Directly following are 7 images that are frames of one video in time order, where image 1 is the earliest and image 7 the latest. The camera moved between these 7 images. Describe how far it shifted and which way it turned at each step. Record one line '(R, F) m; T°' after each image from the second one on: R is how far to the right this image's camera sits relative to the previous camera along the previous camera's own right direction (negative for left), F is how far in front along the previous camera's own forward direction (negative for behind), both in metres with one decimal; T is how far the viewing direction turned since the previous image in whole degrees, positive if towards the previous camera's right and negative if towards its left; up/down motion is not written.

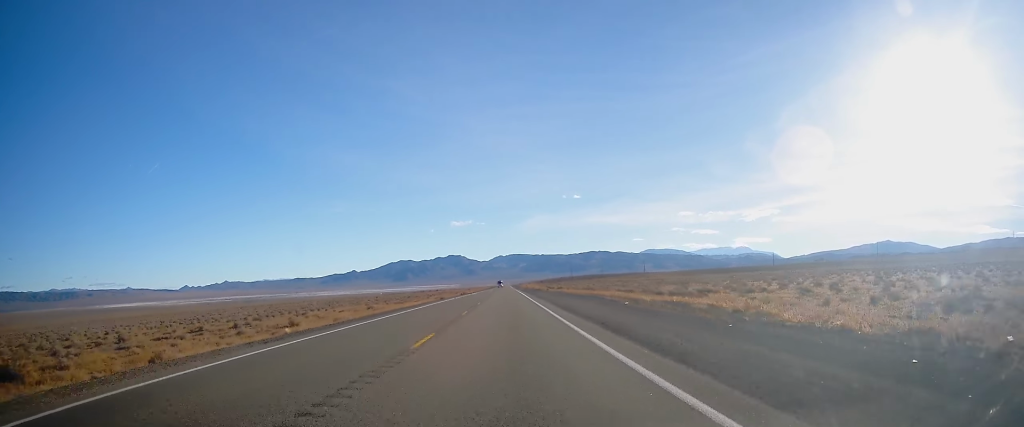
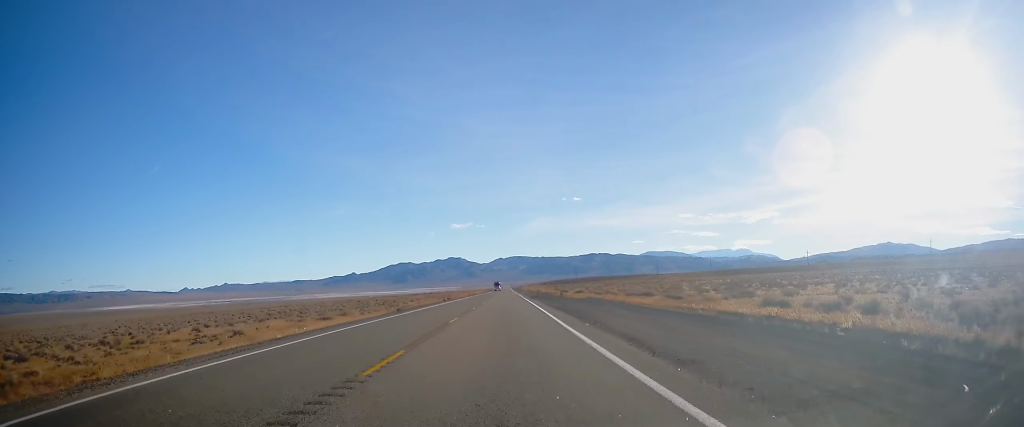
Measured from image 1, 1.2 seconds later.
(-0.2, +40.0) m; 0°
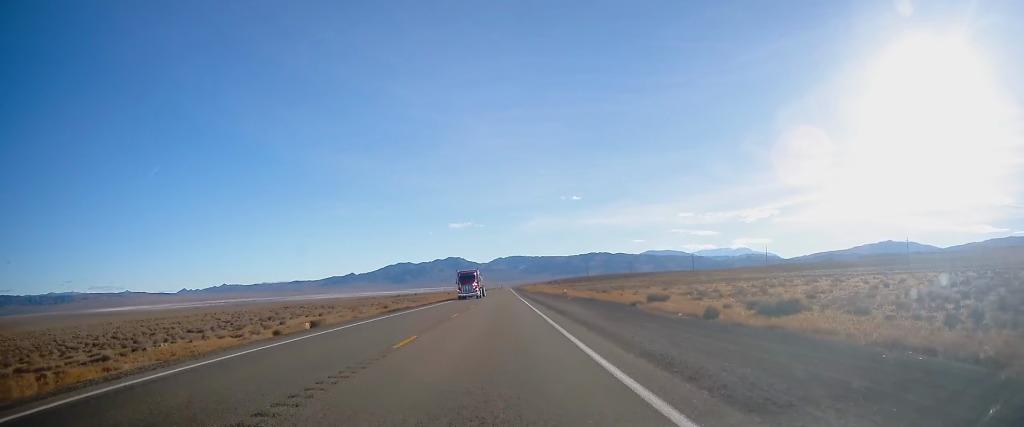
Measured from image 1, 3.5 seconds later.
(+0.1, +80.4) m; 0°
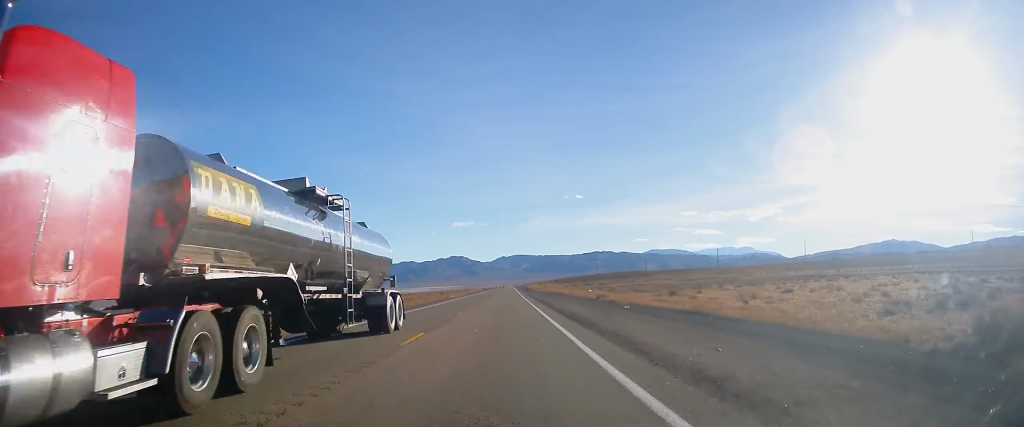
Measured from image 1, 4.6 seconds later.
(+0.1, +35.5) m; 0°
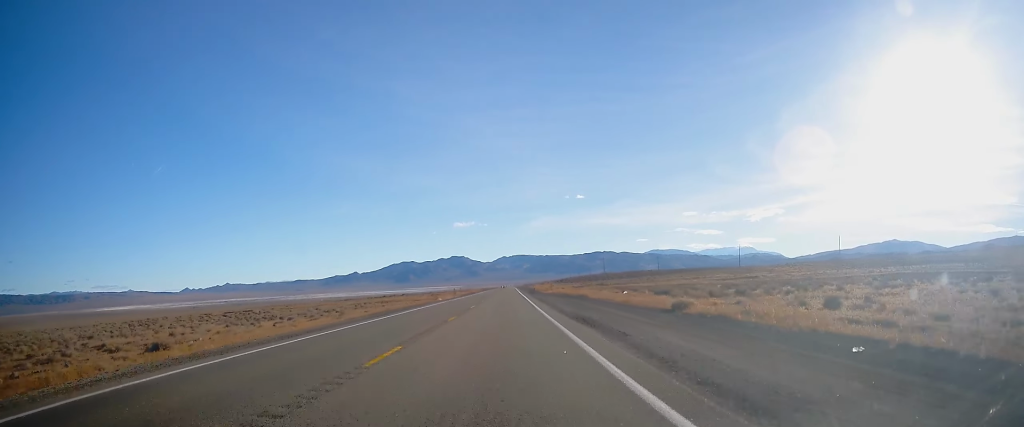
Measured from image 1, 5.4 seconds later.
(-0.2, +27.6) m; -1°
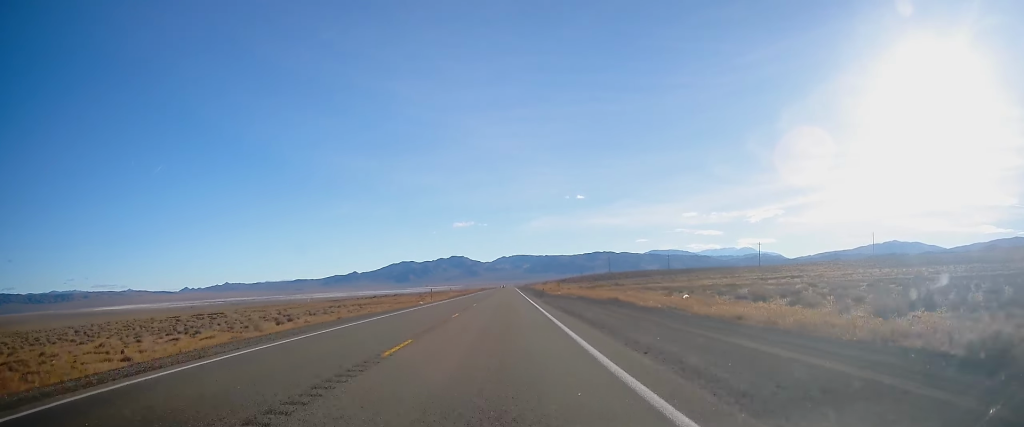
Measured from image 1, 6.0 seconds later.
(-0.2, +23.0) m; 0°
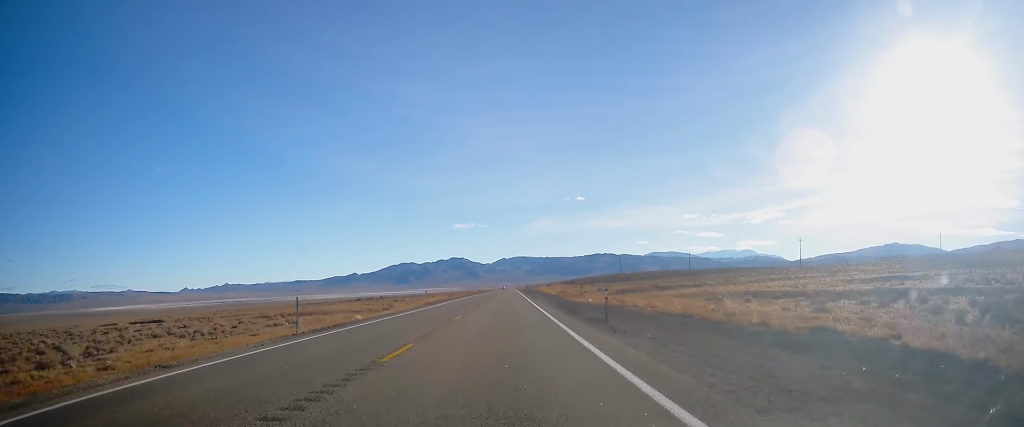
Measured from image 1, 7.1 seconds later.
(0.0, +37.0) m; 0°
